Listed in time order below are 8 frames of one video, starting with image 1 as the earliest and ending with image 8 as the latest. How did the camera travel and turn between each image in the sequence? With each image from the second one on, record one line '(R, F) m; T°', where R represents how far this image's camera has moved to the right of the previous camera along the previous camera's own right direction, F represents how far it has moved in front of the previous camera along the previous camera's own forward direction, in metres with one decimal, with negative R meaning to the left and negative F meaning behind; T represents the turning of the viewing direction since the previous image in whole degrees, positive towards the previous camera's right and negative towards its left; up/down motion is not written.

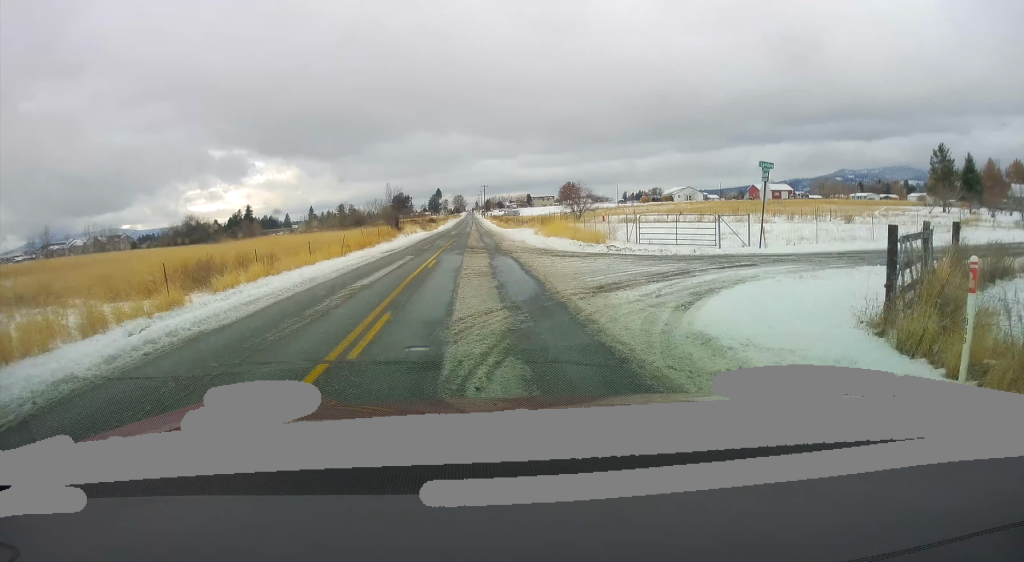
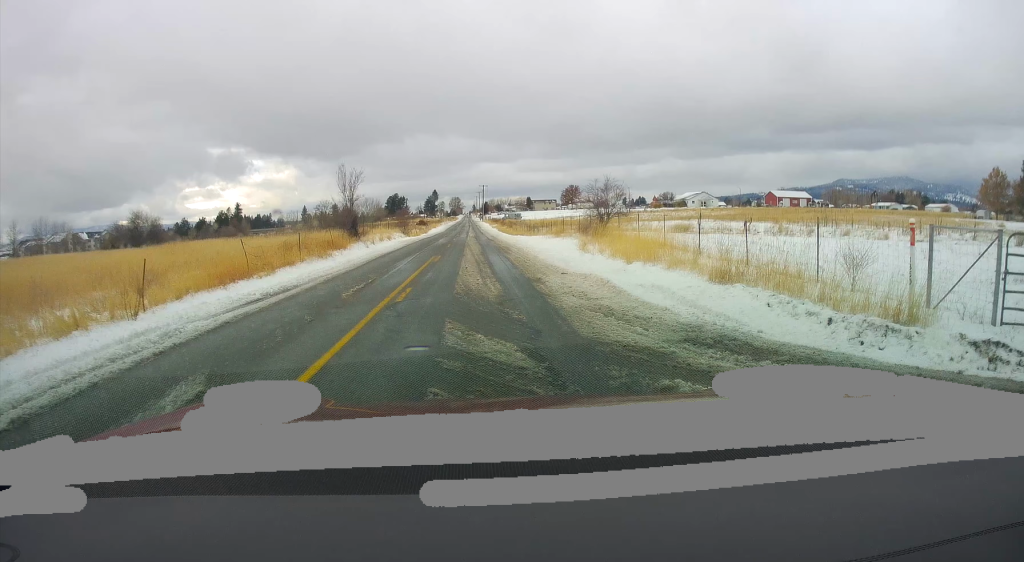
(0.0, +19.4) m; 0°
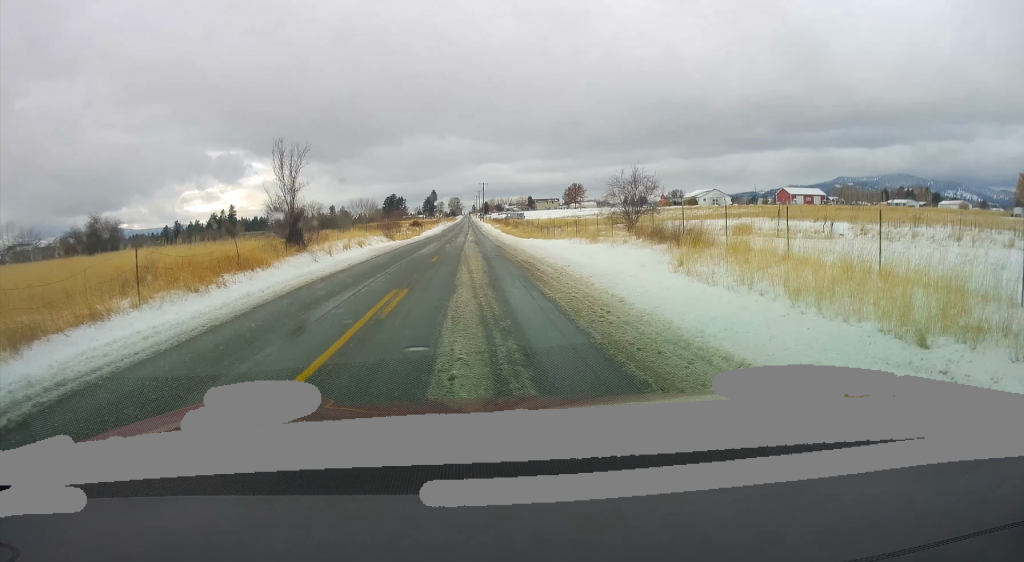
(0.0, +12.2) m; 0°
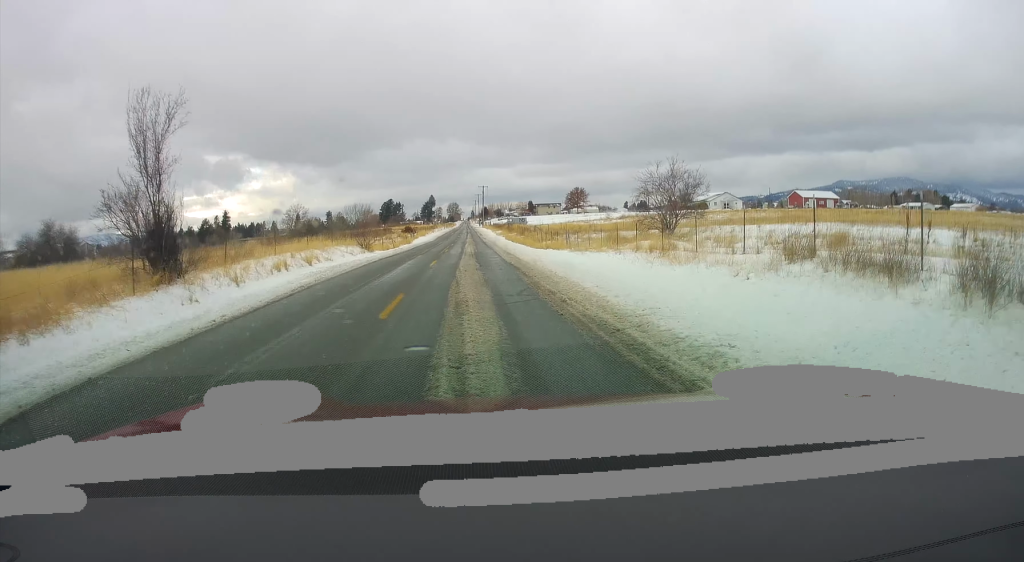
(+0.1, +11.5) m; -2°
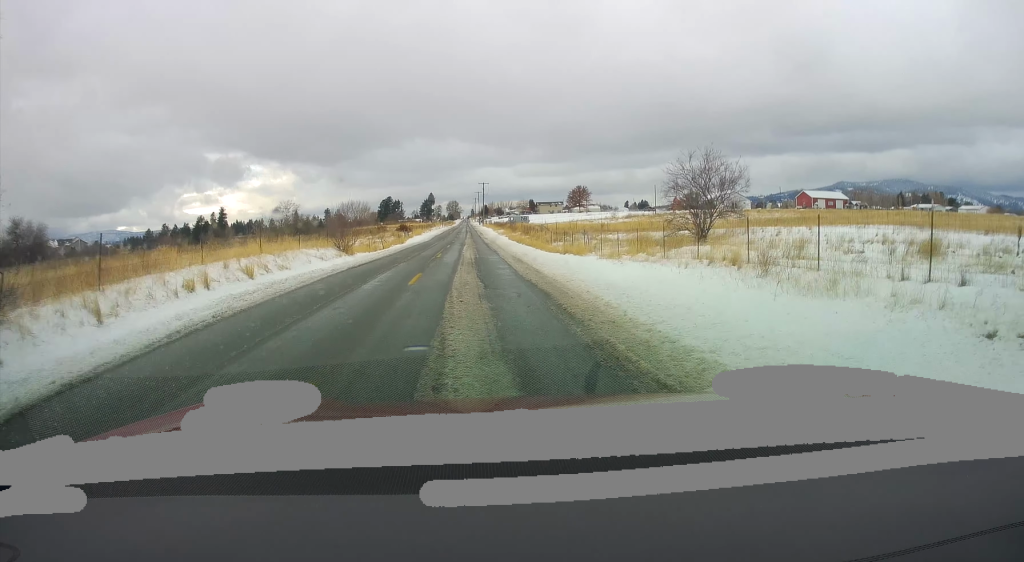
(-0.2, +6.8) m; -1°
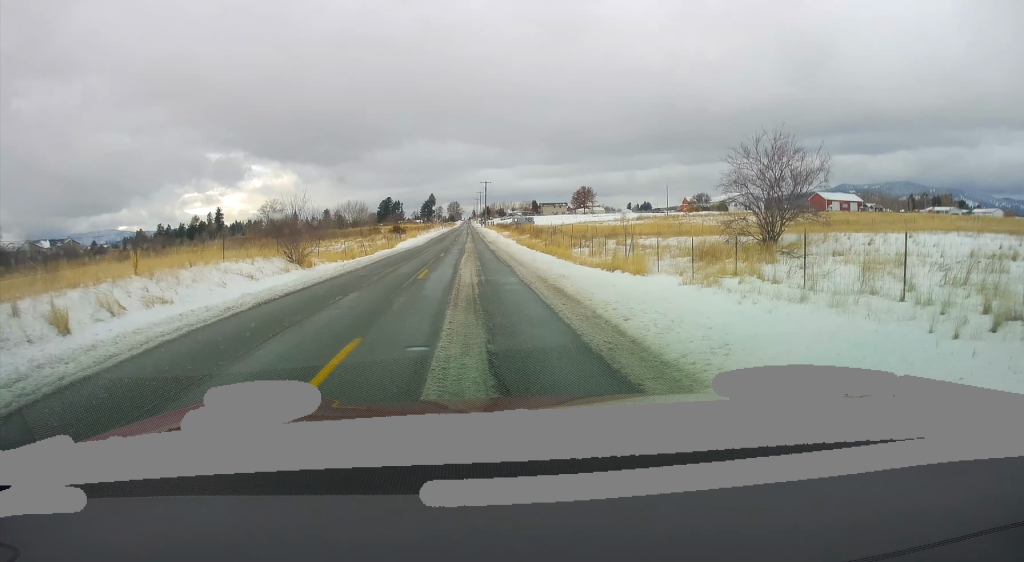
(-0.2, +9.3) m; -1°
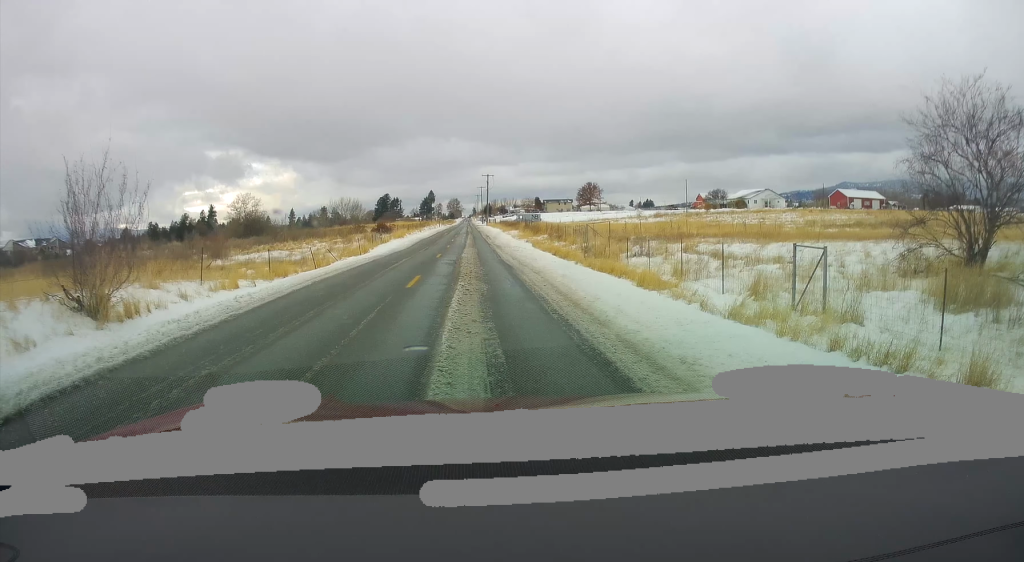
(0.0, +14.1) m; +2°
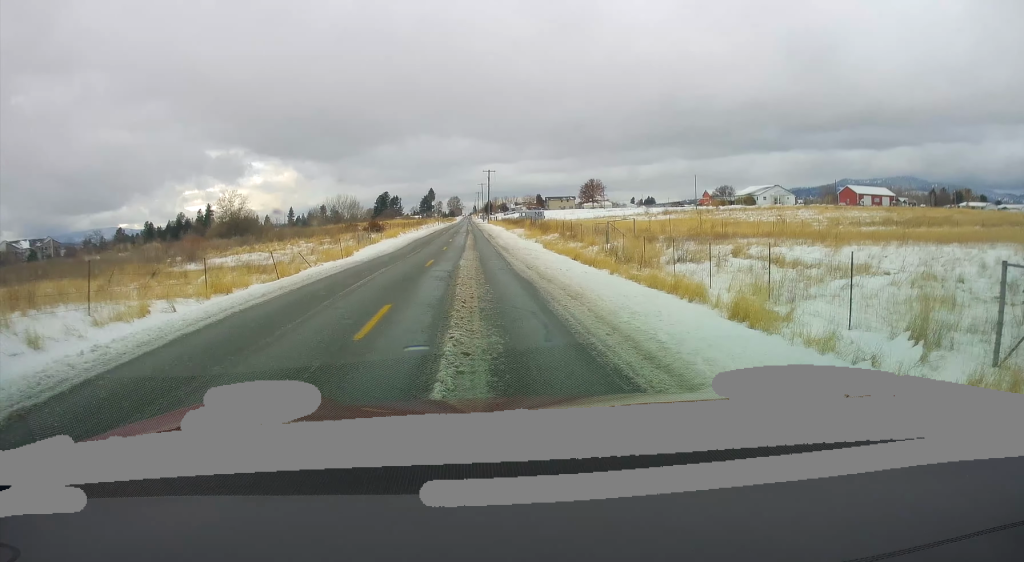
(+0.2, +6.2) m; 0°
